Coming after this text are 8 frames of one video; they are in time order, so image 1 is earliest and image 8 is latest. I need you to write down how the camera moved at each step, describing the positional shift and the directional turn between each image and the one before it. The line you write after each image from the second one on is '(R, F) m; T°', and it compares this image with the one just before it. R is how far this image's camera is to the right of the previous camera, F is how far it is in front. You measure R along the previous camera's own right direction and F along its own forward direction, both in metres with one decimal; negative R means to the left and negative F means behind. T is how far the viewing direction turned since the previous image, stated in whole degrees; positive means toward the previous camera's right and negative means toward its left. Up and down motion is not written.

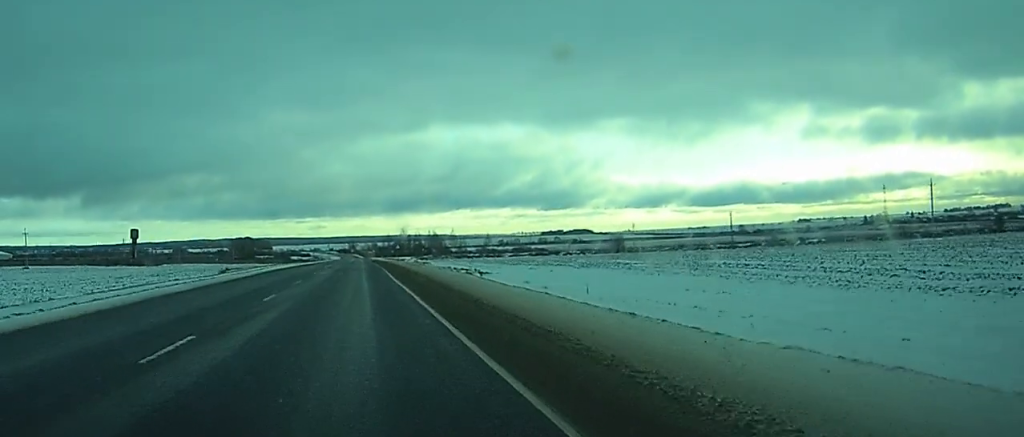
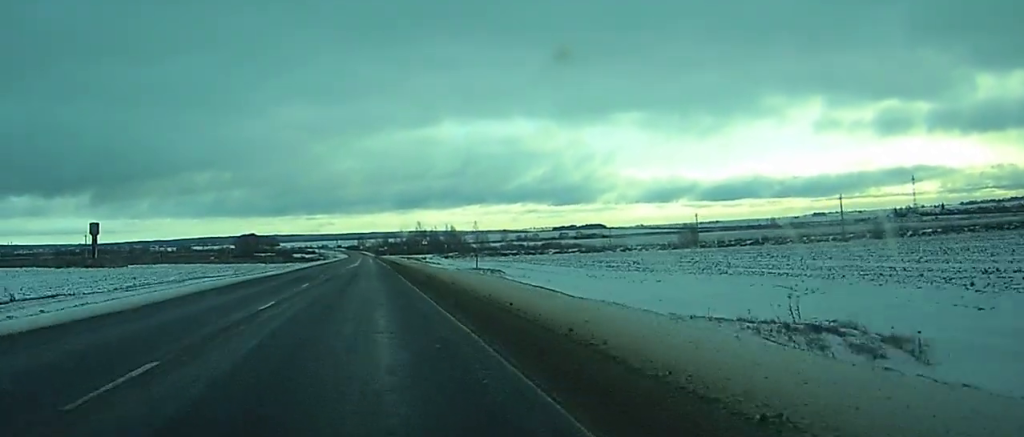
(-0.2, +50.1) m; 0°
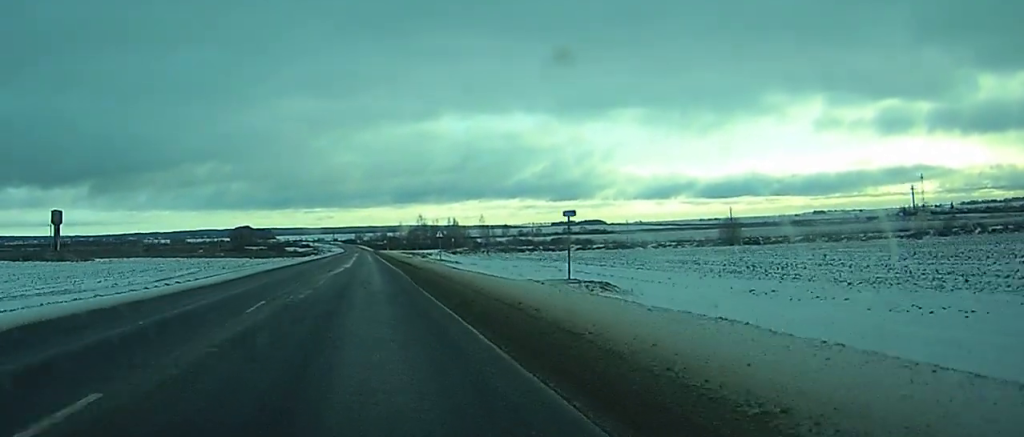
(0.0, +26.0) m; 0°
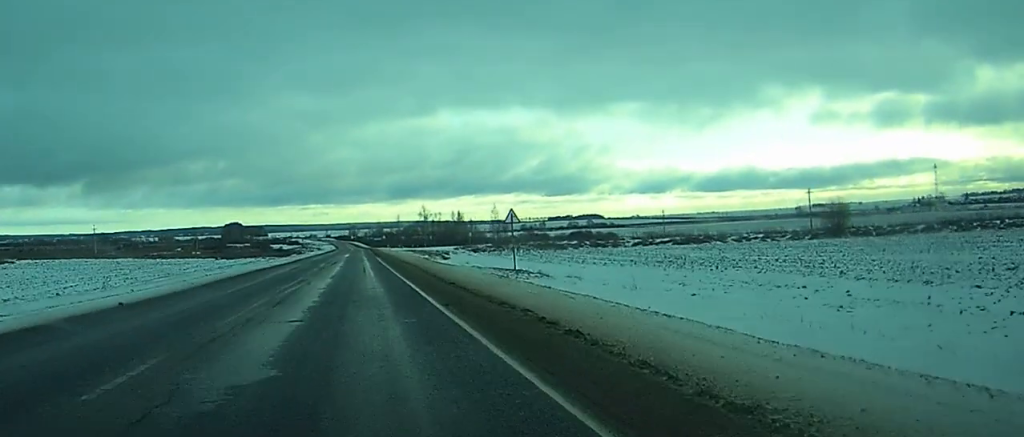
(-0.1, +45.0) m; 0°
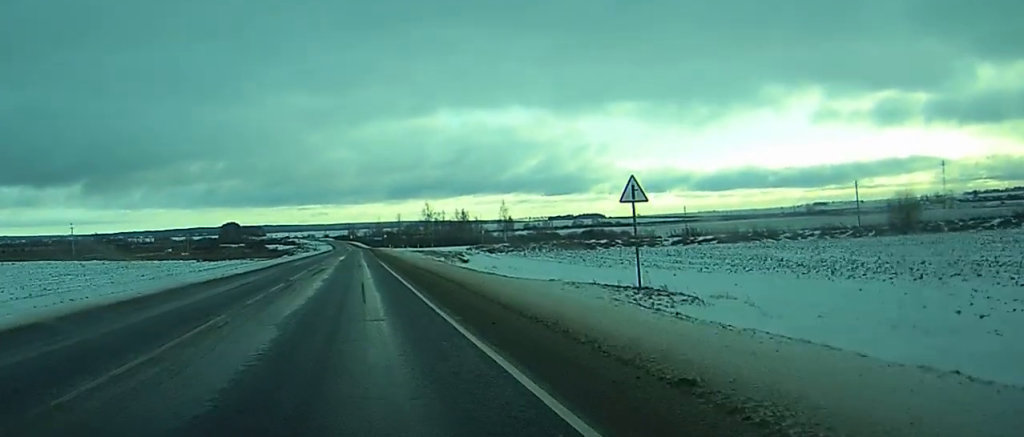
(+0.1, +19.7) m; 0°
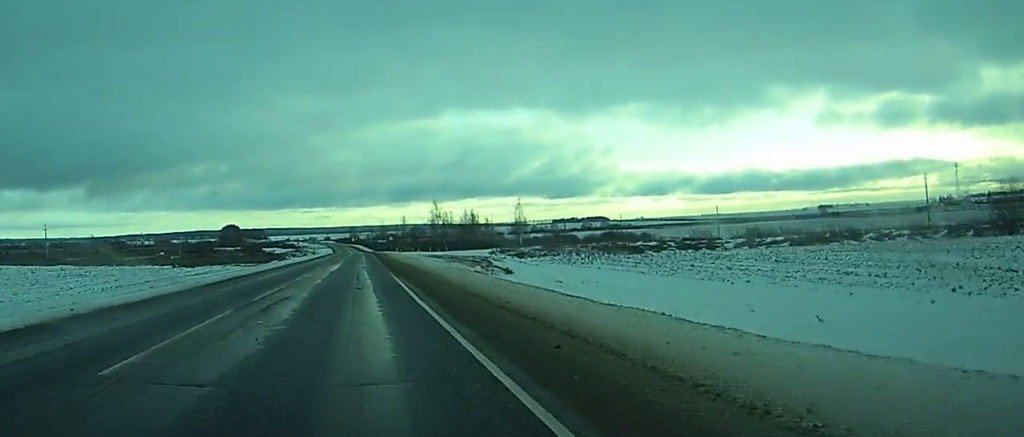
(+0.1, +22.3) m; 0°
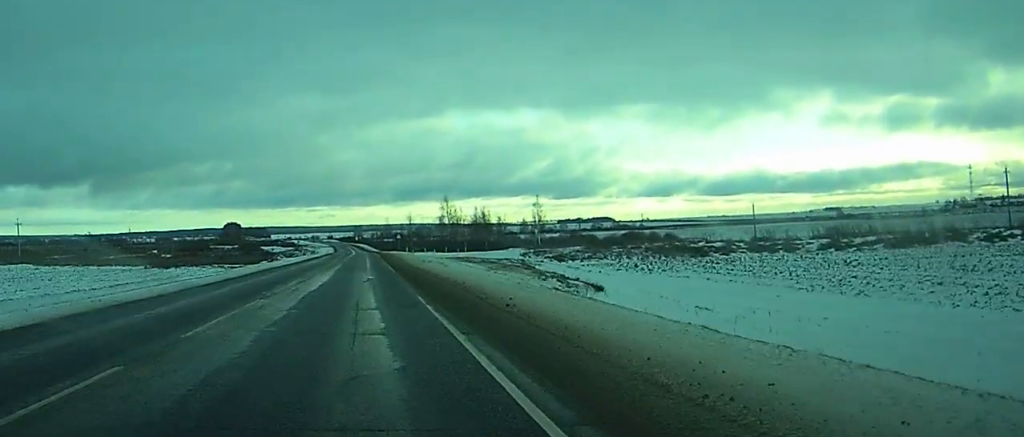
(0.0, +20.4) m; 0°
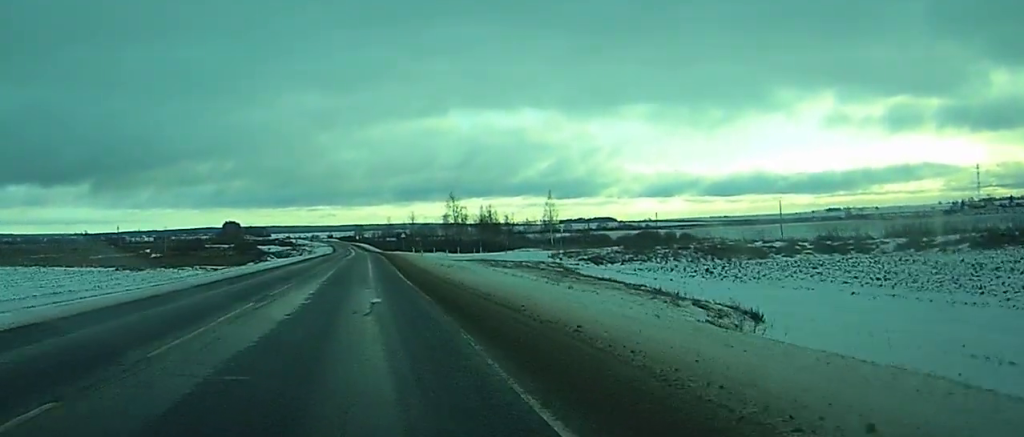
(0.0, +14.2) m; 0°
